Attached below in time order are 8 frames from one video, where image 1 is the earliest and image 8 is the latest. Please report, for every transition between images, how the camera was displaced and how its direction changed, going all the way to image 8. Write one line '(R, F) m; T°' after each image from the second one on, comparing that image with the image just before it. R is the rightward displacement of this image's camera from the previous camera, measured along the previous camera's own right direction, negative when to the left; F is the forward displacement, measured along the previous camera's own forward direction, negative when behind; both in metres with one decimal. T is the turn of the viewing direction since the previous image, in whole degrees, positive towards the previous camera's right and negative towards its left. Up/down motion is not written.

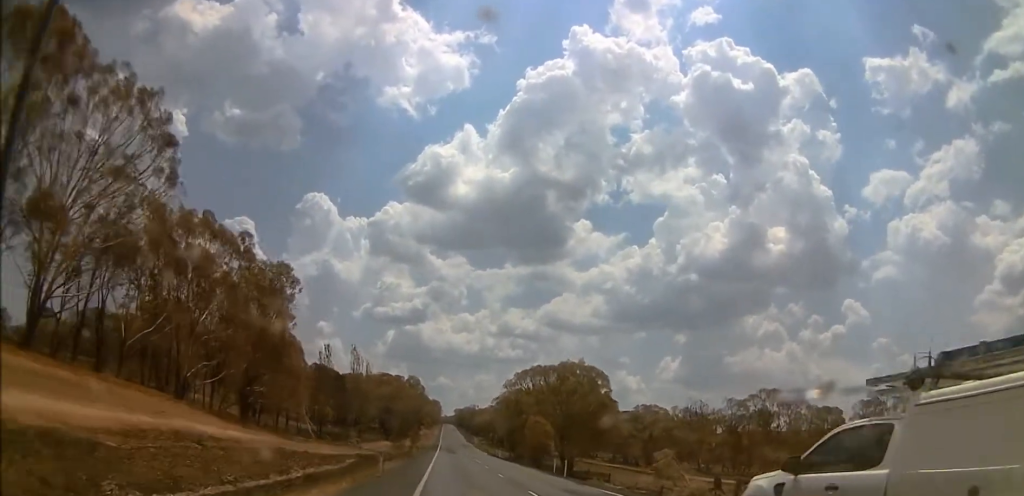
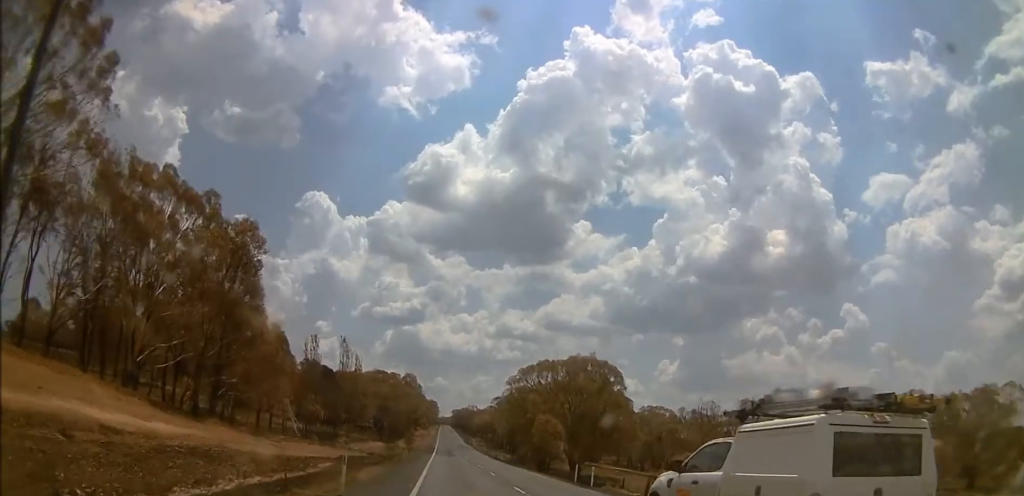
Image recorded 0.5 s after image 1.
(0.0, +8.5) m; 0°
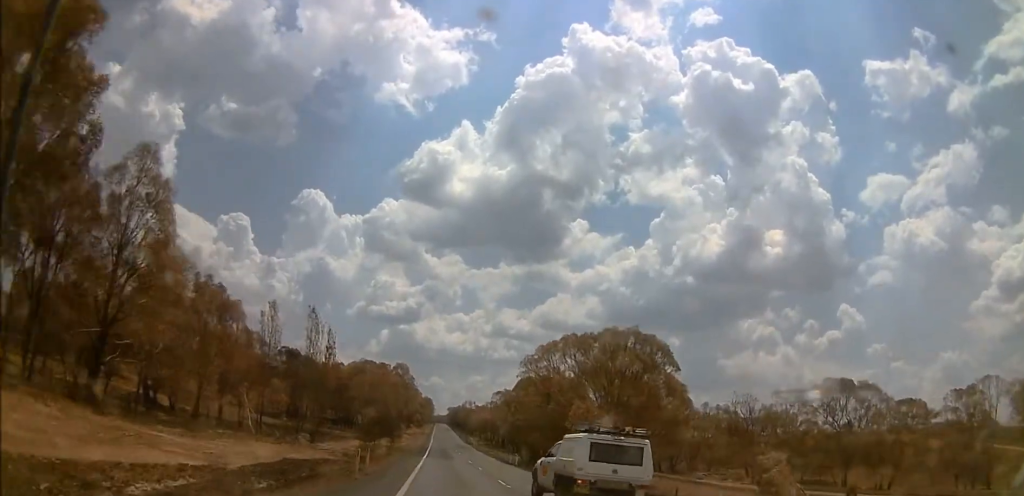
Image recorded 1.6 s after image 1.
(-0.2, +19.9) m; 0°
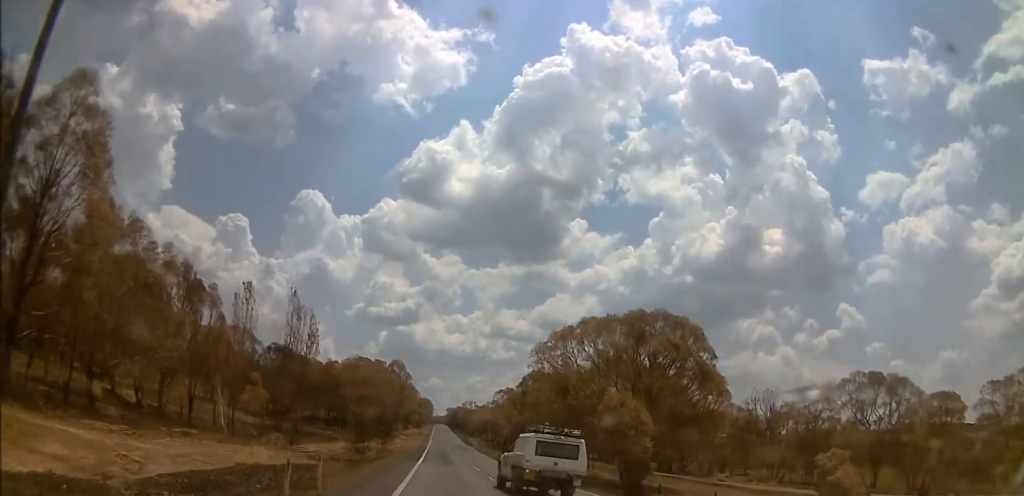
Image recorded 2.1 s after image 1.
(0.0, +9.0) m; +1°
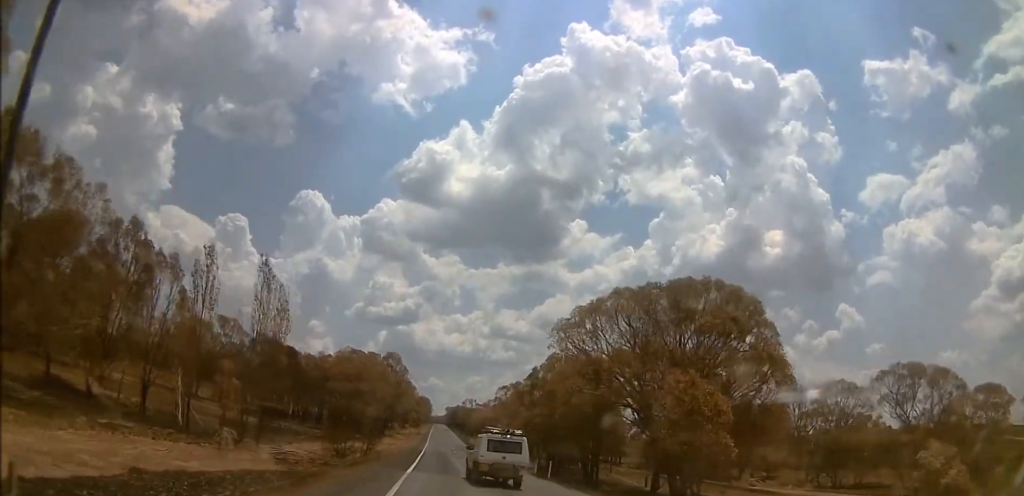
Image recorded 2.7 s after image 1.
(+0.2, +10.6) m; 0°
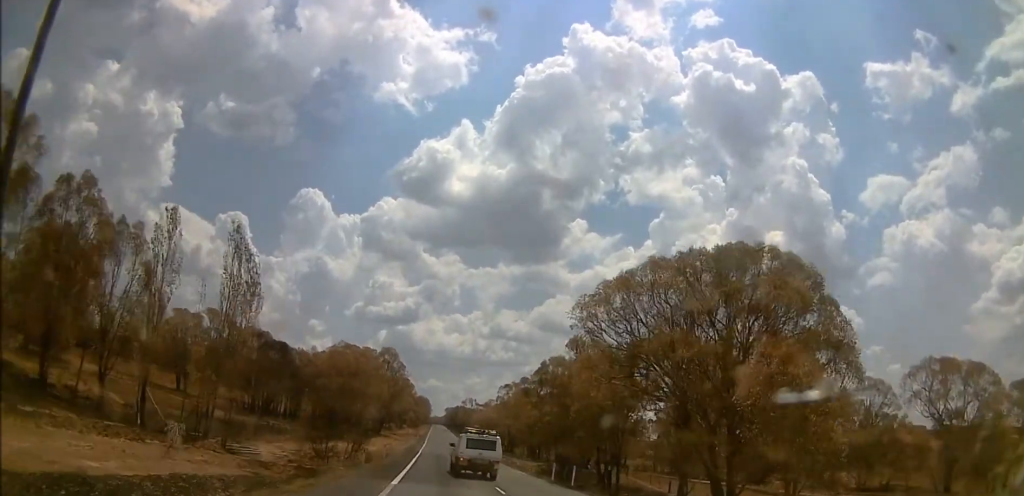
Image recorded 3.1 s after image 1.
(+0.2, +7.7) m; 0°
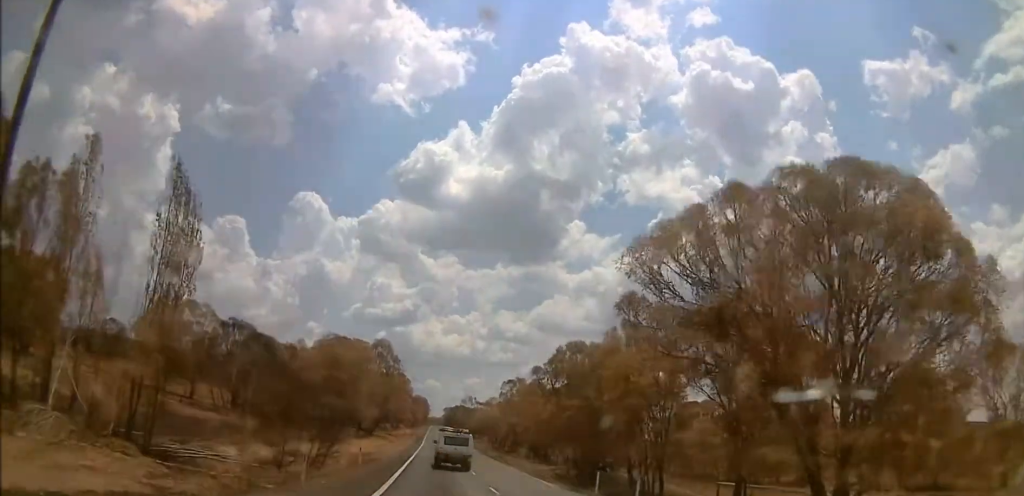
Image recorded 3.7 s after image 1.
(-0.2, +11.3) m; -1°
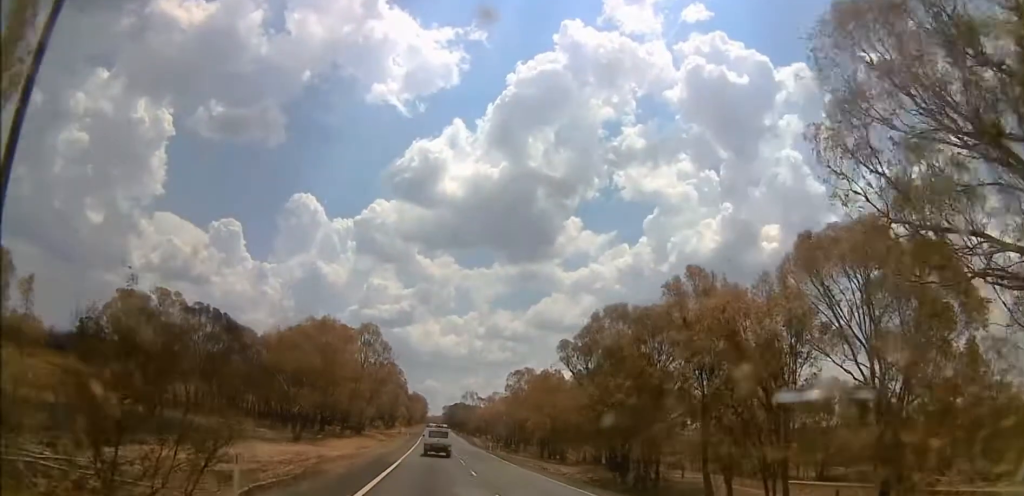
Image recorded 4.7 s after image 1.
(-0.2, +16.9) m; -1°
